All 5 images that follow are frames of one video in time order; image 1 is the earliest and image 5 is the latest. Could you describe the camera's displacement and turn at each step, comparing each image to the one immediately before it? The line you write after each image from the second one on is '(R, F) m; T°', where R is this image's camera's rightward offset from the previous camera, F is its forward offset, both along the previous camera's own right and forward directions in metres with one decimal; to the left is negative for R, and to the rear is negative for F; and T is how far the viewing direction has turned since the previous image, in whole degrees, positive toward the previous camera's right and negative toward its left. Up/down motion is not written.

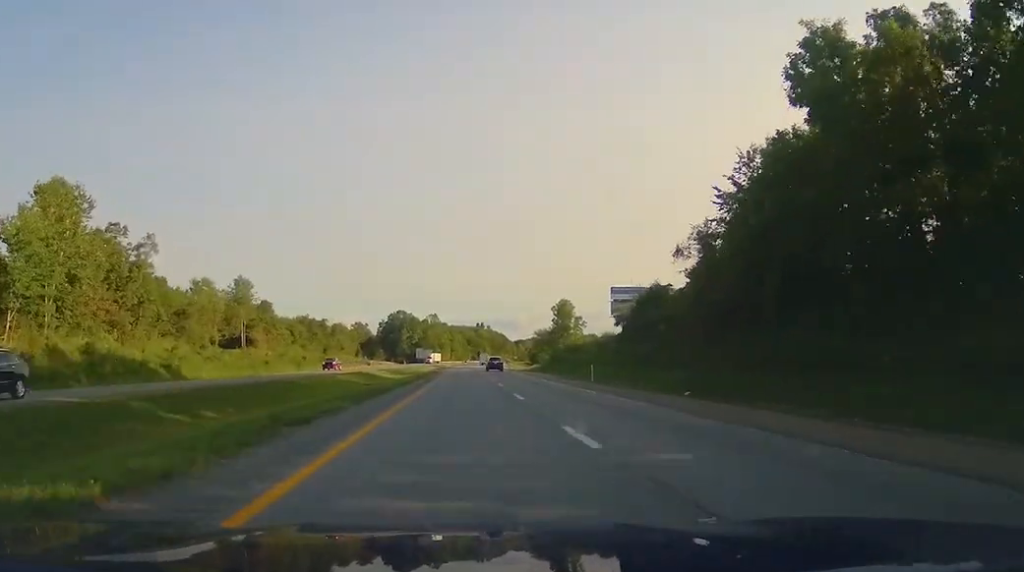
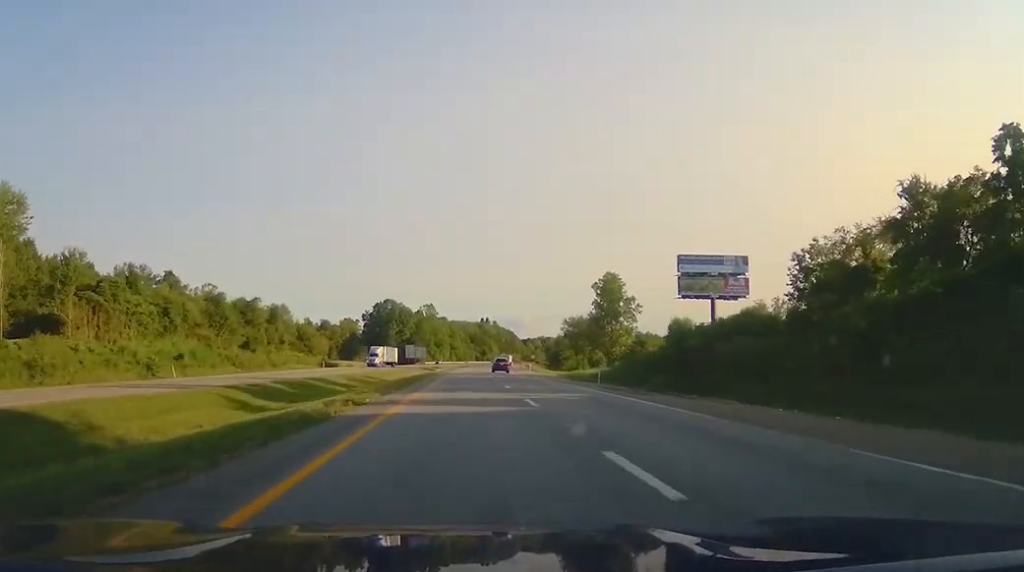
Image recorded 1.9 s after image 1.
(+0.2, +65.3) m; 0°
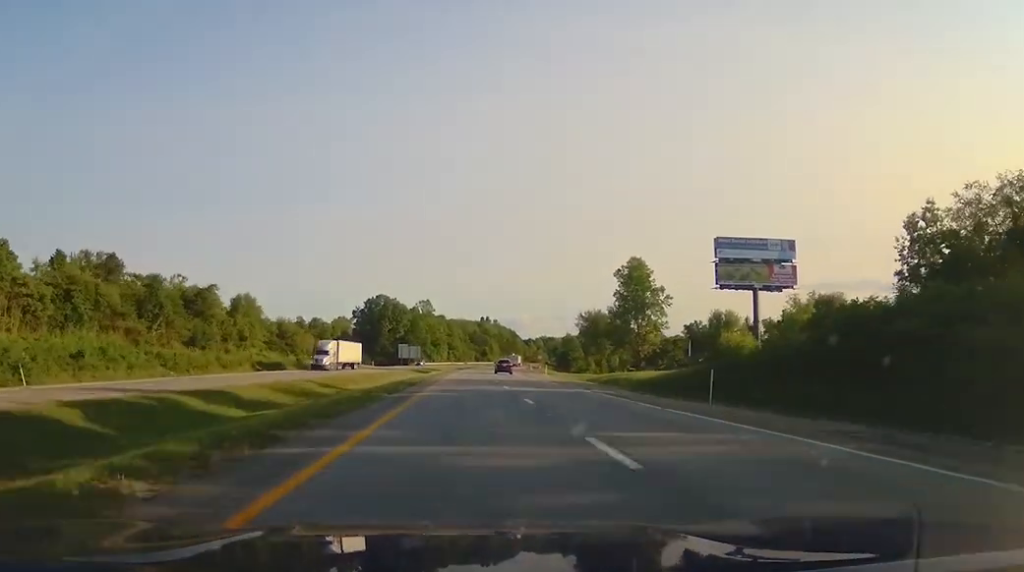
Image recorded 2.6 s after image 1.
(-0.1, +22.8) m; 0°
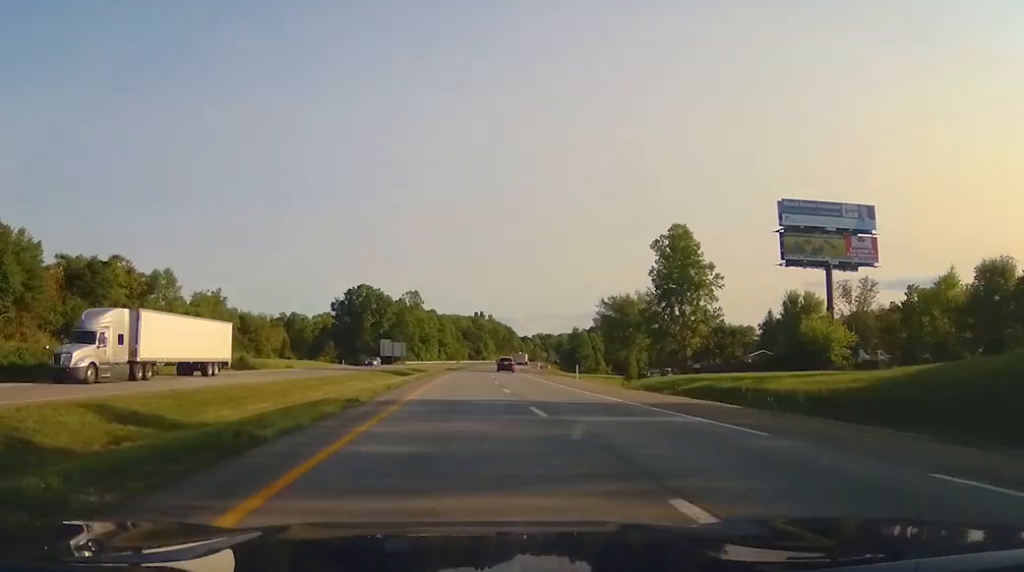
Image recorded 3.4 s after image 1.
(0.0, +29.6) m; +1°
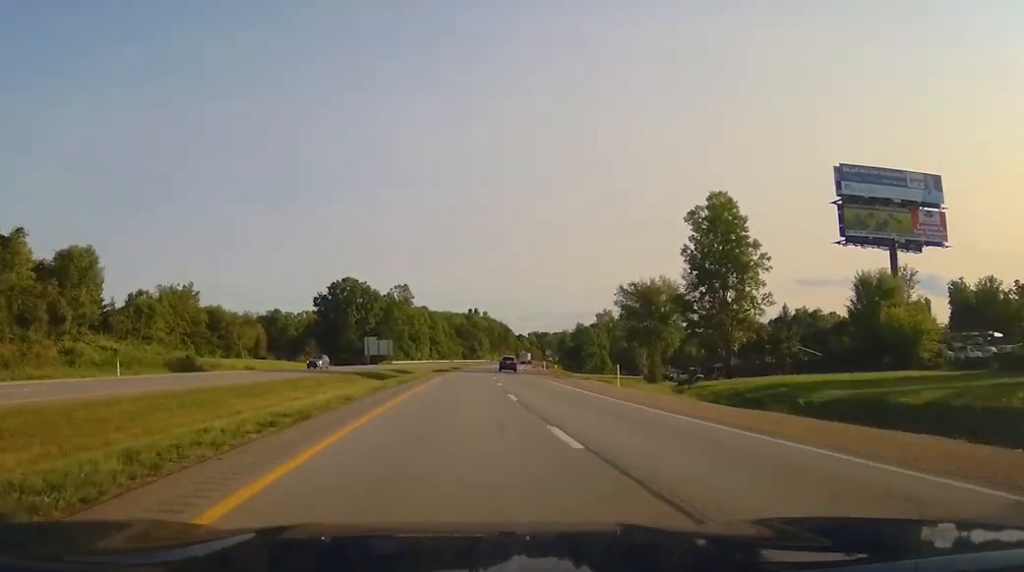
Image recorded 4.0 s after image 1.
(-0.1, +18.2) m; +1°
